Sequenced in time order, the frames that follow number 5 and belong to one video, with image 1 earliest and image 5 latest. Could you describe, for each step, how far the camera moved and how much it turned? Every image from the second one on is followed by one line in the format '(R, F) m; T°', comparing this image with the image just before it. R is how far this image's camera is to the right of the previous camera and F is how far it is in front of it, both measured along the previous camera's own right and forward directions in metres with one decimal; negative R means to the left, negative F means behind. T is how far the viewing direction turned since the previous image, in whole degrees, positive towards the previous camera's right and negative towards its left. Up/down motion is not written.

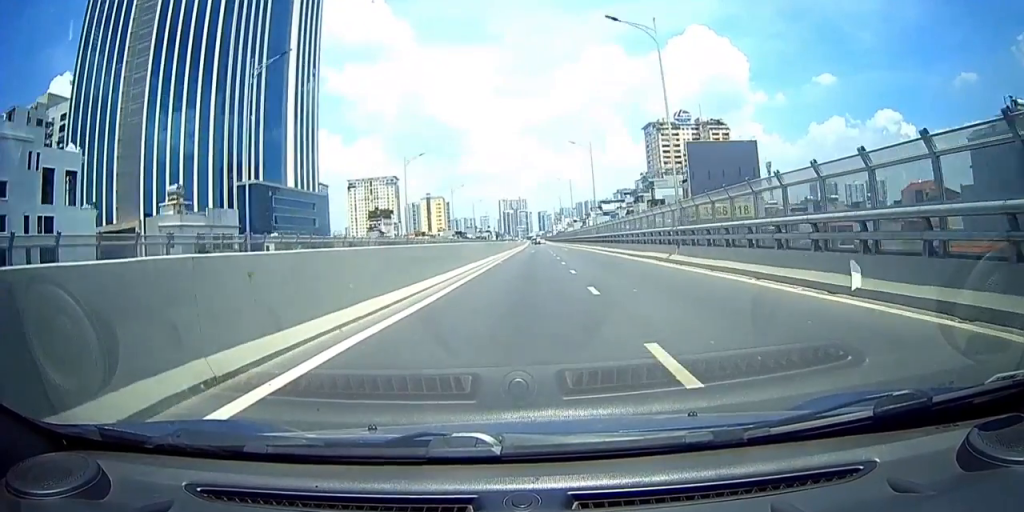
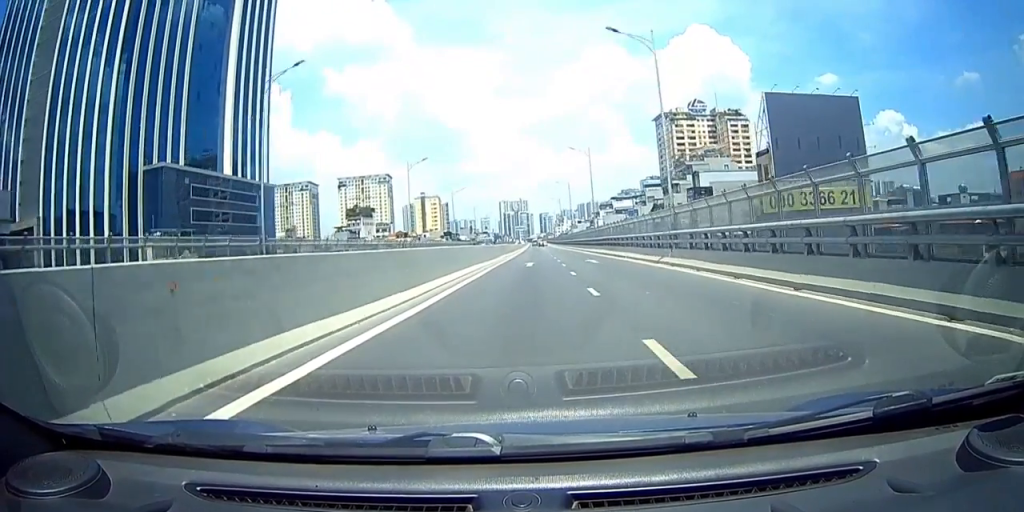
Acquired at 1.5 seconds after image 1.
(+0.2, +32.8) m; -1°
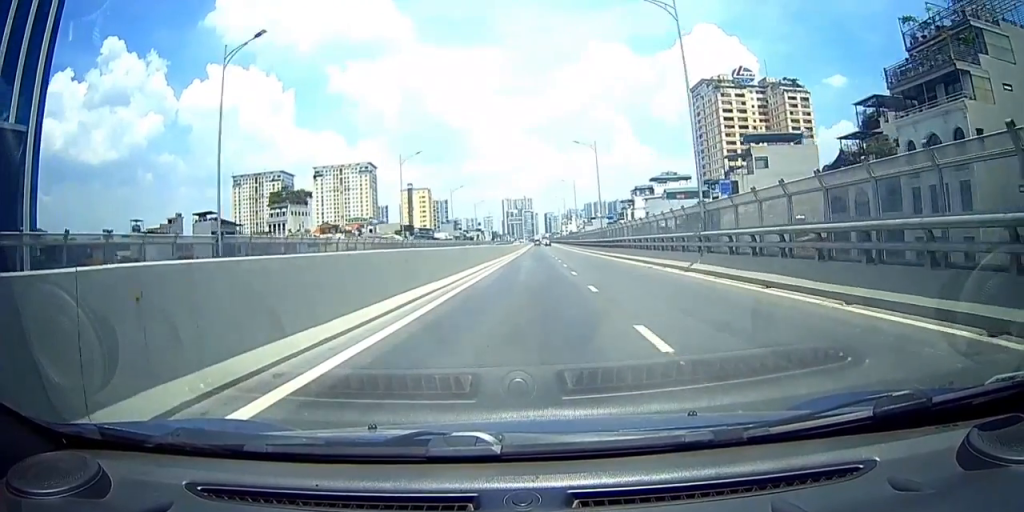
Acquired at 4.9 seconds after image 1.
(-1.2, +79.3) m; 0°
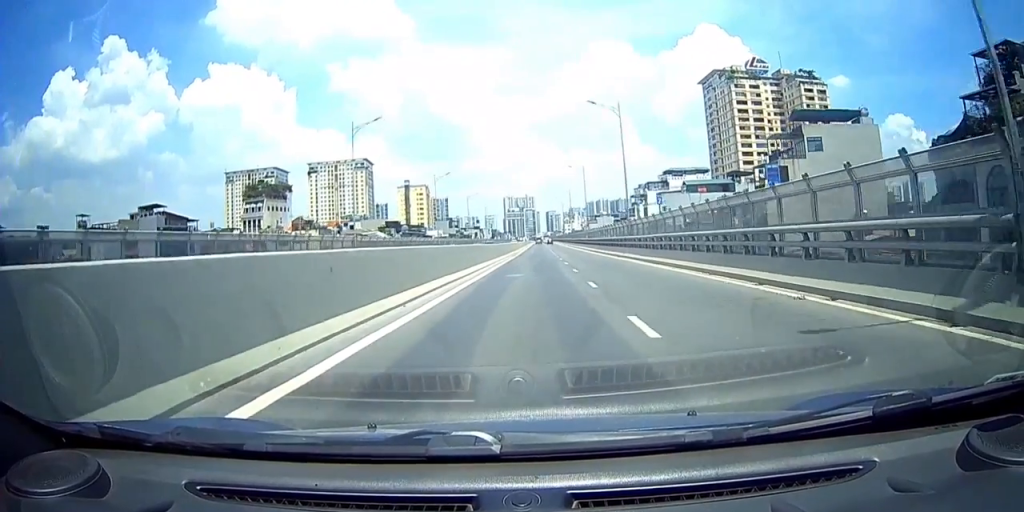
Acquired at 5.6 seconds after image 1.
(0.0, +17.4) m; +1°
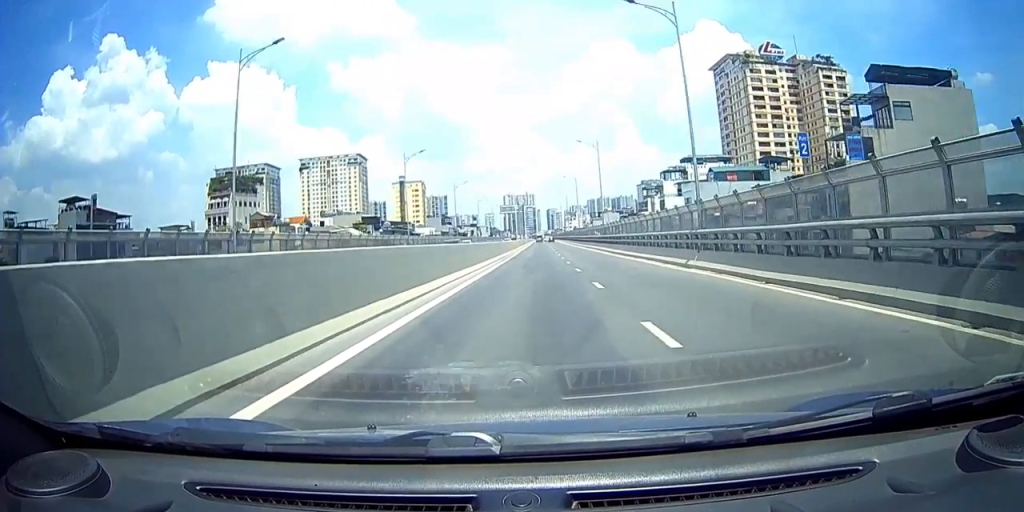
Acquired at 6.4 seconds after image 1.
(+0.4, +18.4) m; -1°
